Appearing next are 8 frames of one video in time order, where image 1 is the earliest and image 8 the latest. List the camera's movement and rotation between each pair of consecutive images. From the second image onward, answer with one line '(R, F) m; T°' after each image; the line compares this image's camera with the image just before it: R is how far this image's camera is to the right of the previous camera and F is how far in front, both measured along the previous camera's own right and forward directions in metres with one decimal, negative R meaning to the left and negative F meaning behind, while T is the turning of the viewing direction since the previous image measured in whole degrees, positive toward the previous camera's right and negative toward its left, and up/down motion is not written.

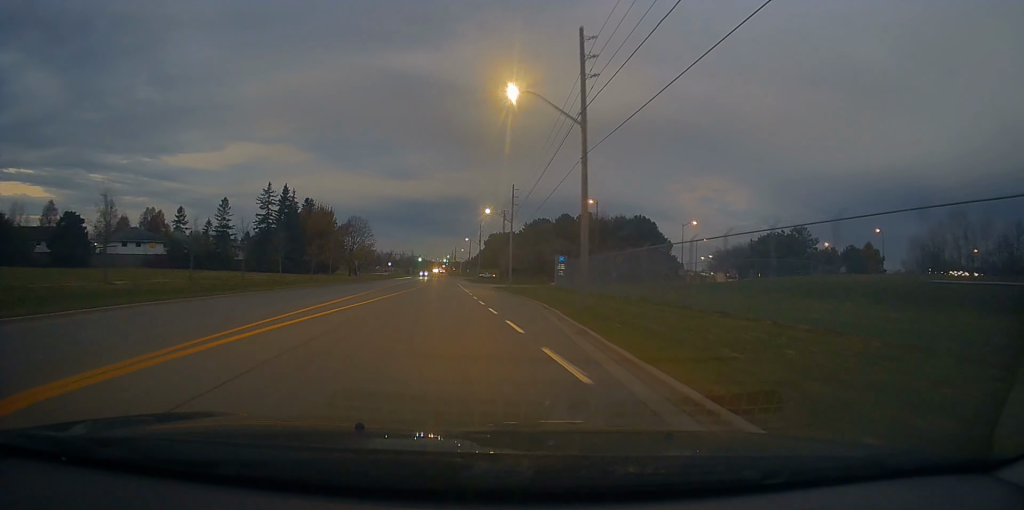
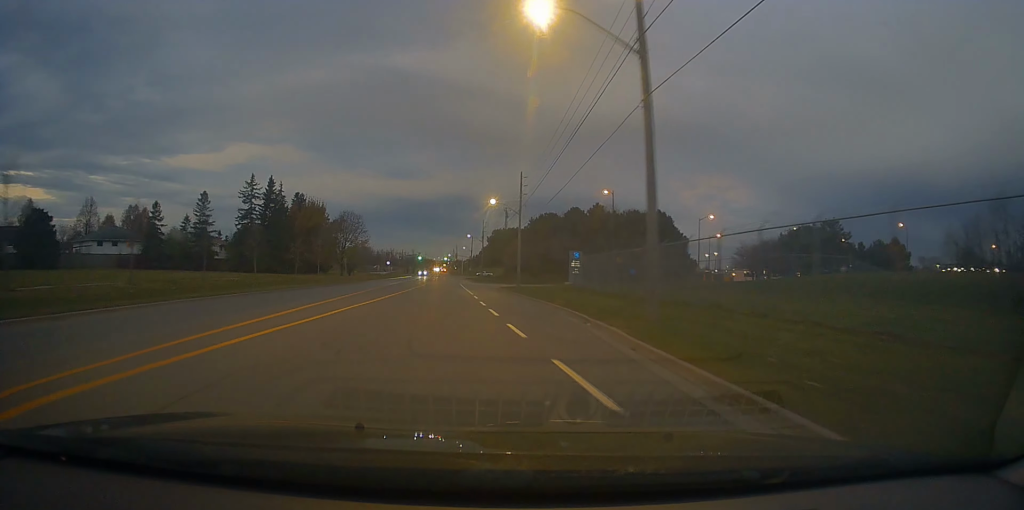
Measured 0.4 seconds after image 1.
(-0.2, +7.7) m; 0°
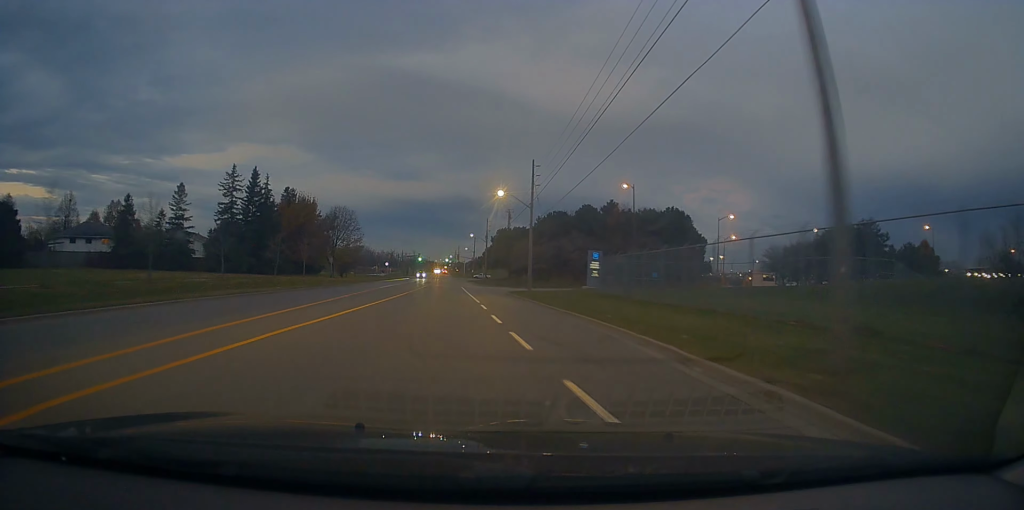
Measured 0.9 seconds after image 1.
(-0.3, +7.7) m; 0°
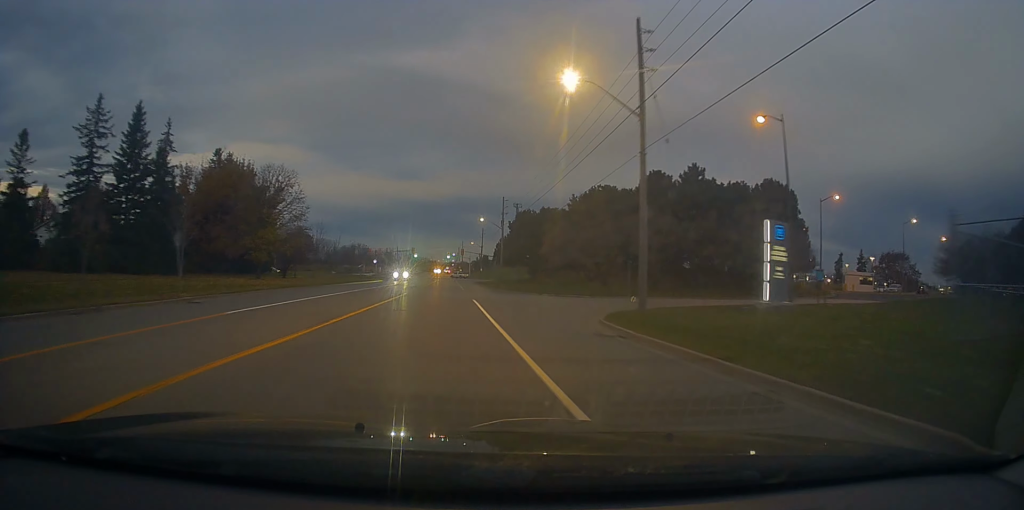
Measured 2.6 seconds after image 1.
(+0.2, +31.0) m; -1°
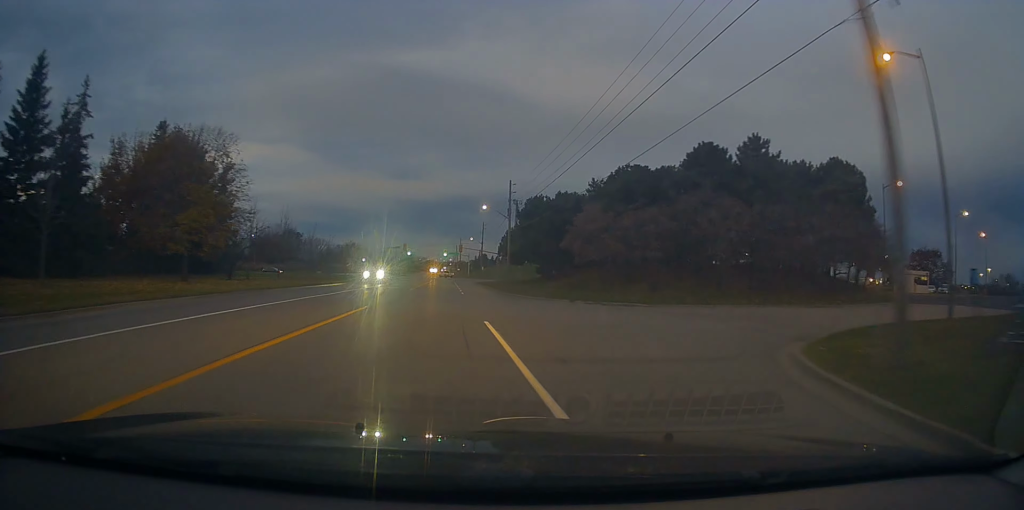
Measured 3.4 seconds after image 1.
(-0.2, +13.7) m; 0°
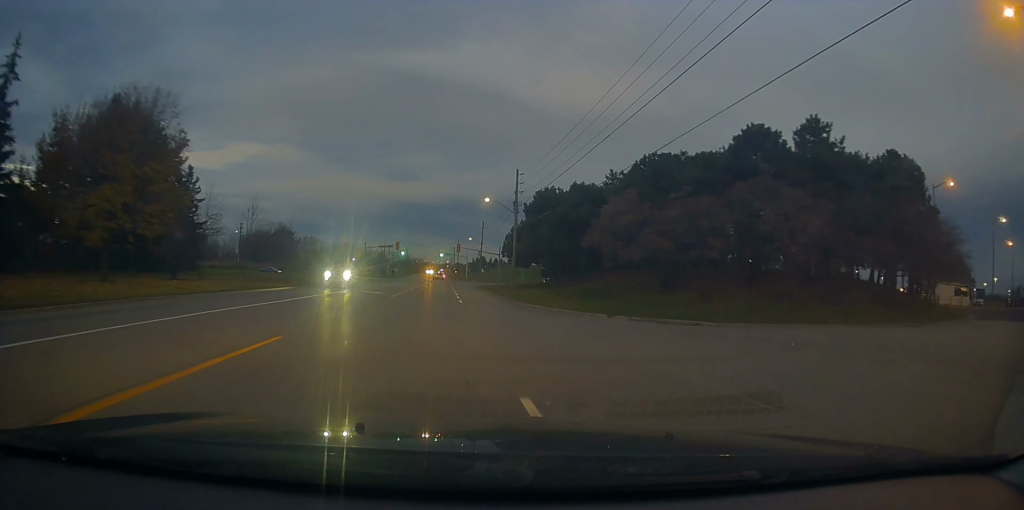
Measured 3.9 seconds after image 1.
(-0.1, +8.9) m; +1°
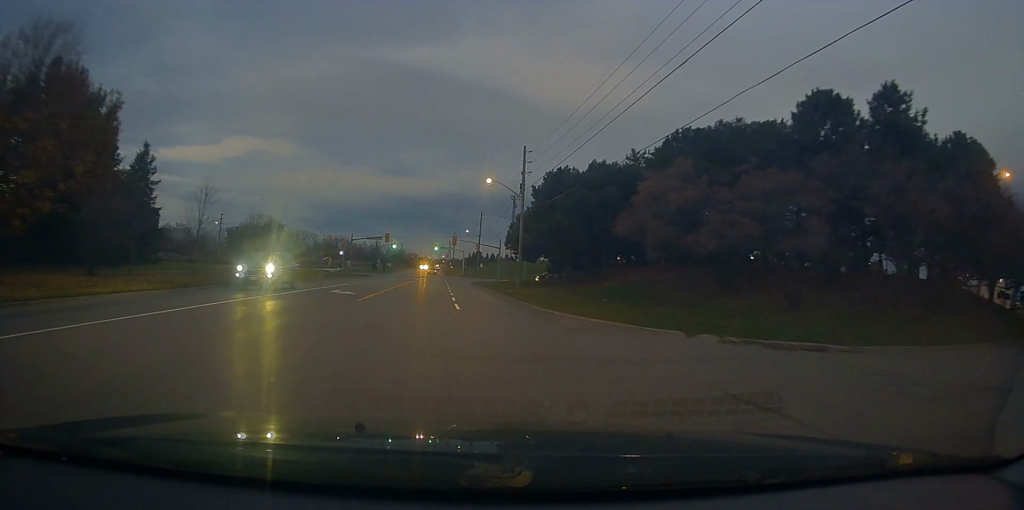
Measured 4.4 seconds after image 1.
(+0.2, +8.9) m; +1°
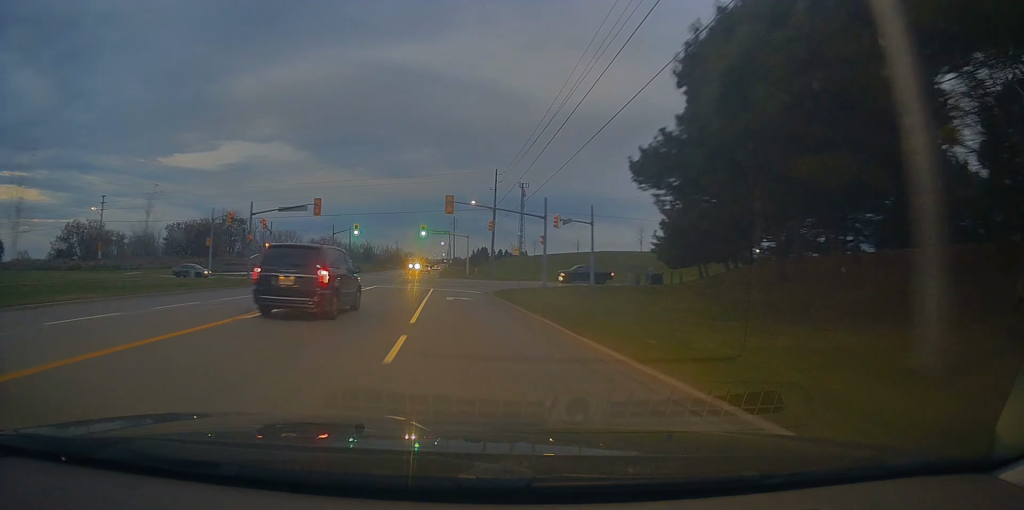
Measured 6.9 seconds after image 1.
(+0.9, +41.8) m; 0°
